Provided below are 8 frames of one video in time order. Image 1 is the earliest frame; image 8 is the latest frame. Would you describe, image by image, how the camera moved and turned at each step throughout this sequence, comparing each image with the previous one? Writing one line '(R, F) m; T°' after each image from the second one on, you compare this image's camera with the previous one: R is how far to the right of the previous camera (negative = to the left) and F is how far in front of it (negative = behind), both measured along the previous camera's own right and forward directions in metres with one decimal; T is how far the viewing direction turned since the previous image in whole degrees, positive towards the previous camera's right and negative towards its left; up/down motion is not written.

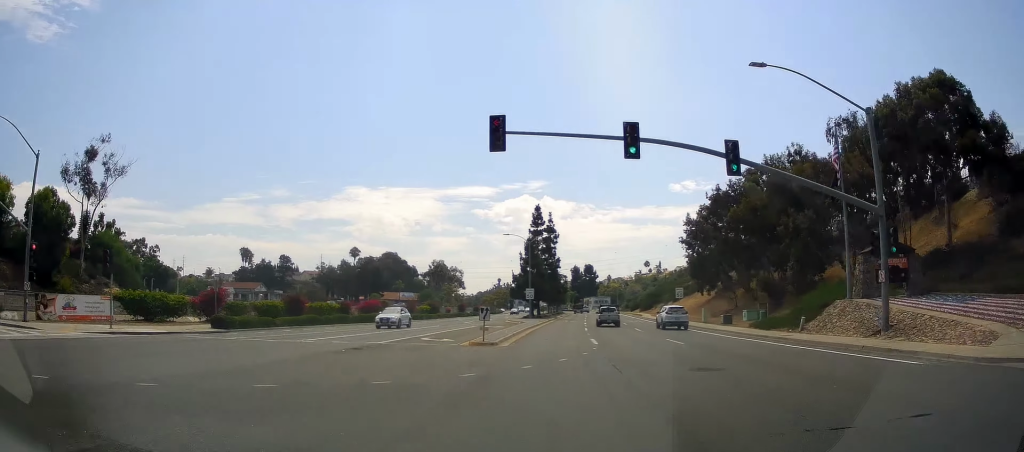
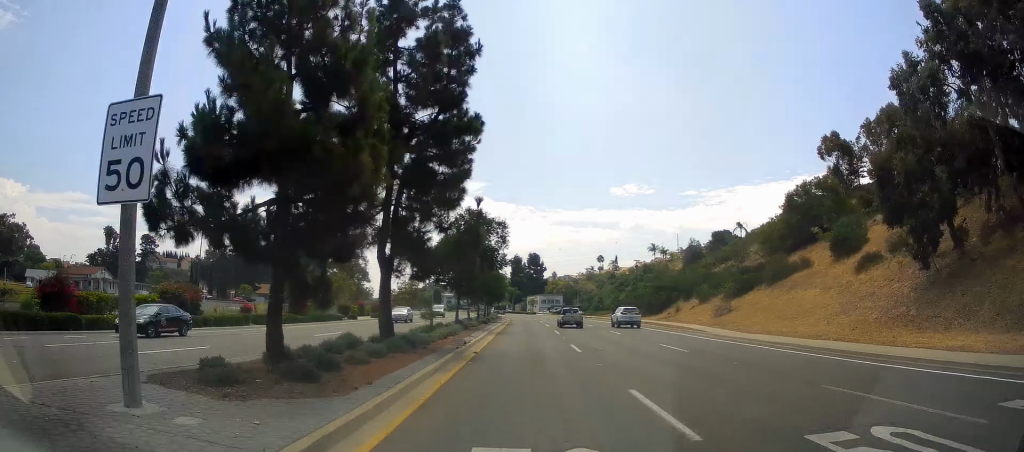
(+4.3, +66.1) m; +5°
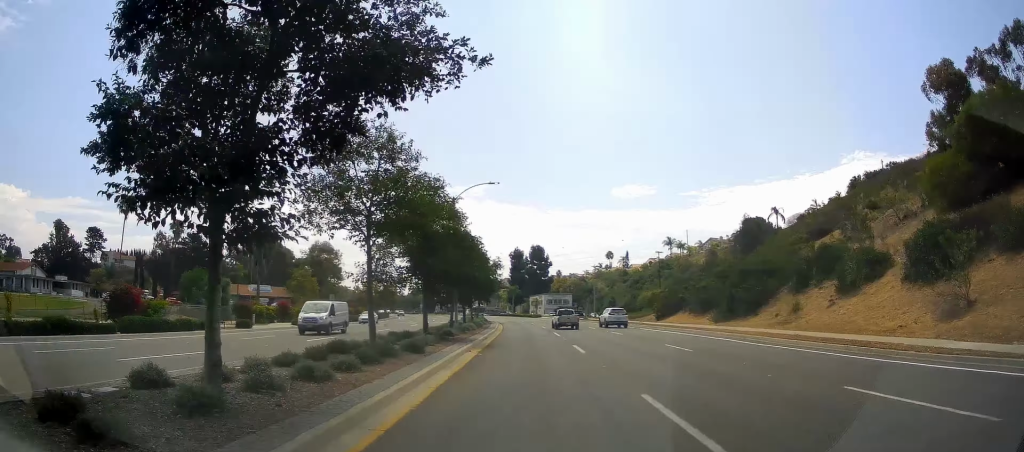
(+0.3, +32.9) m; +1°
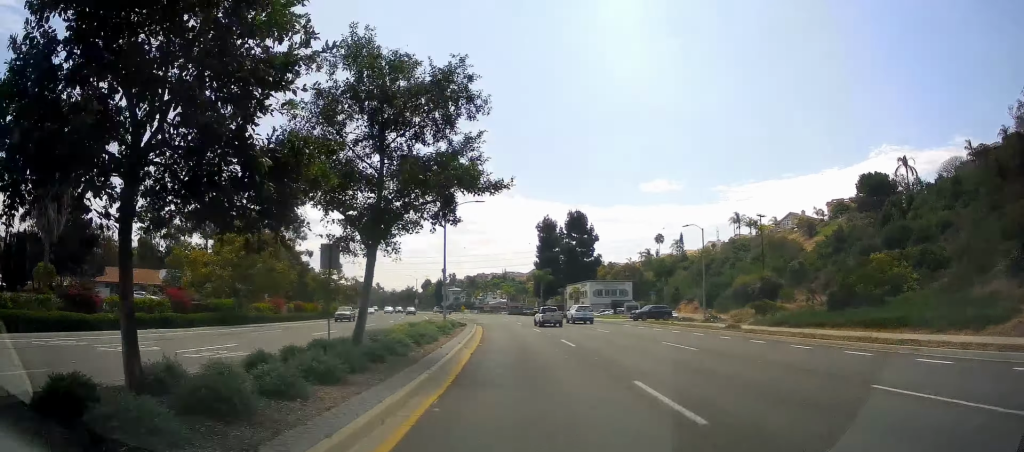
(-0.7, +55.5) m; -3°
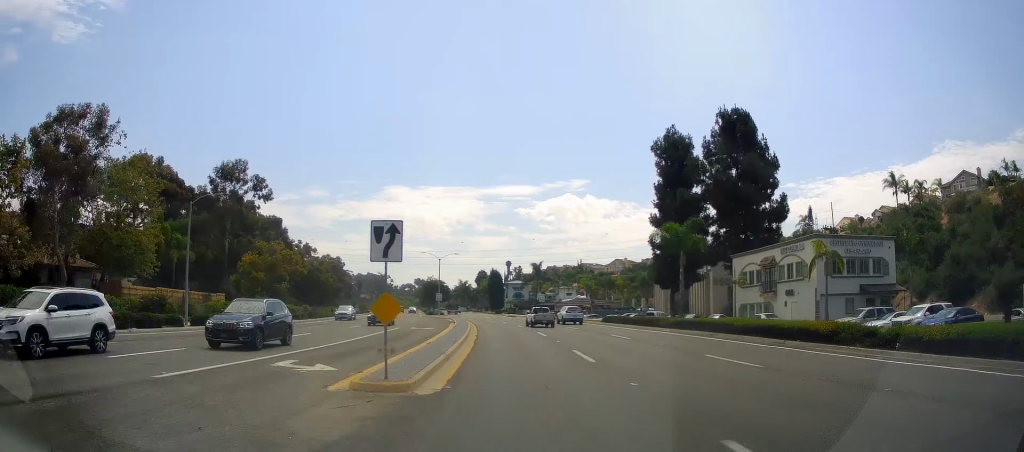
(-2.3, +53.1) m; -7°
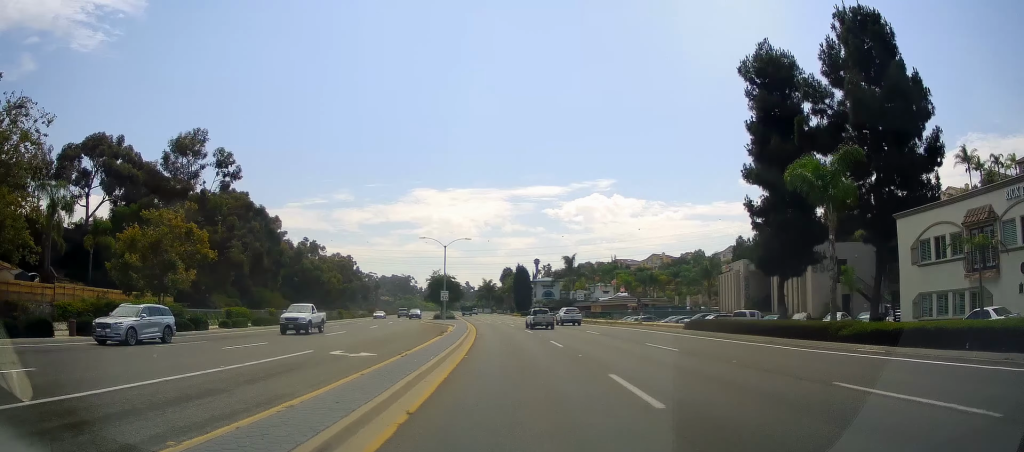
(-0.9, +18.5) m; -2°
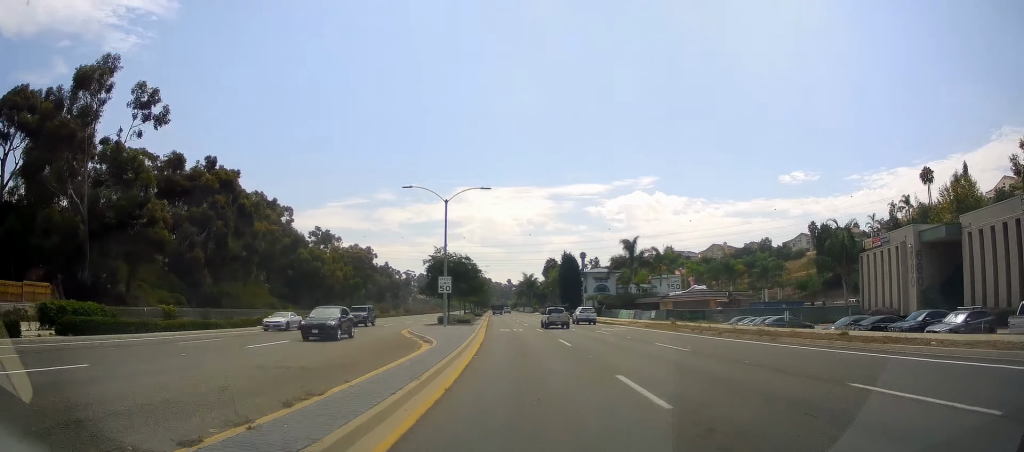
(-0.7, +25.9) m; -3°
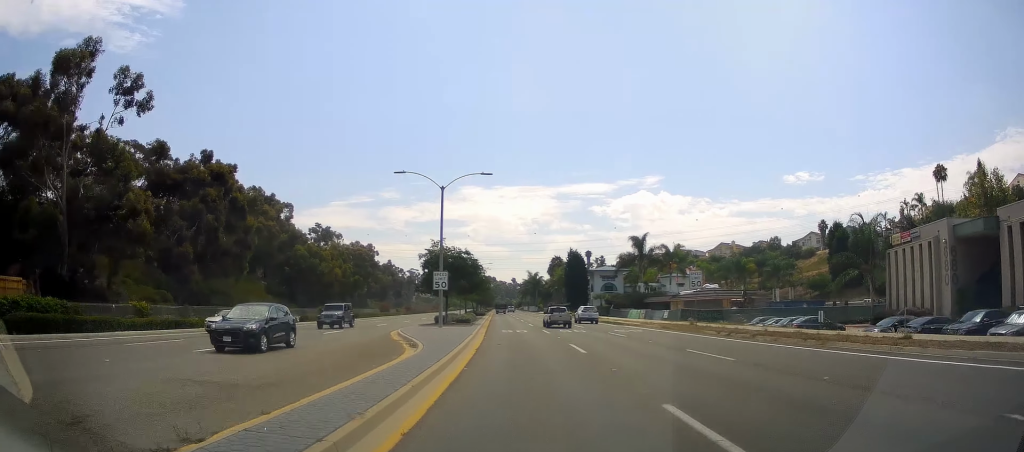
(0.0, +24.2) m; -2°
